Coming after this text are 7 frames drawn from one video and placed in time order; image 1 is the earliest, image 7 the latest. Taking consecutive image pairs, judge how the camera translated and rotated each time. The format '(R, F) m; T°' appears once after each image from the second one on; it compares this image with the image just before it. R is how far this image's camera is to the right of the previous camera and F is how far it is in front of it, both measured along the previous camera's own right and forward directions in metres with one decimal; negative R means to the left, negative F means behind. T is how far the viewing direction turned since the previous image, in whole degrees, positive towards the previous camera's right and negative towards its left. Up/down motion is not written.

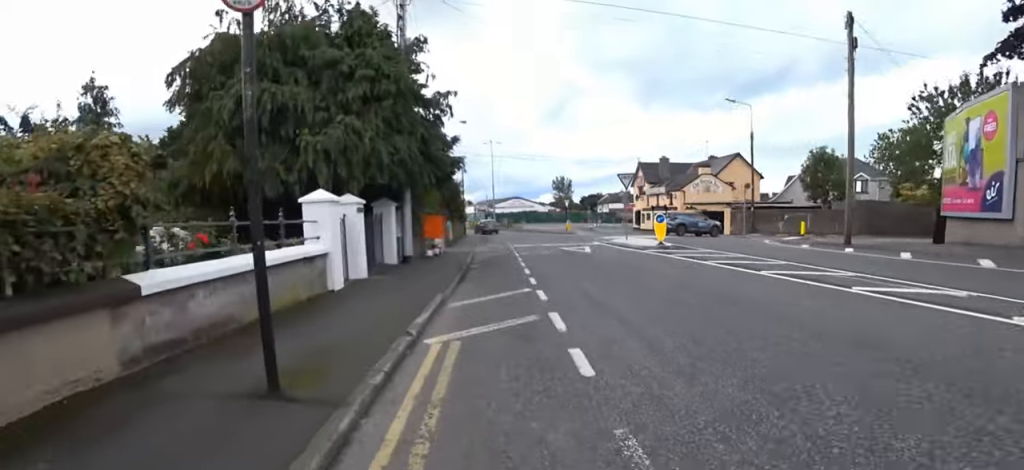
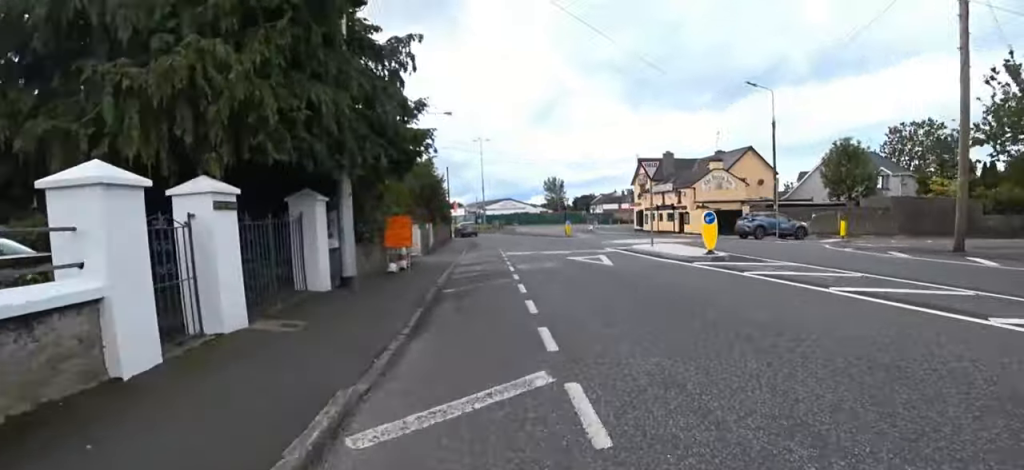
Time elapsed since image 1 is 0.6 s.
(+0.1, +4.4) m; +1°
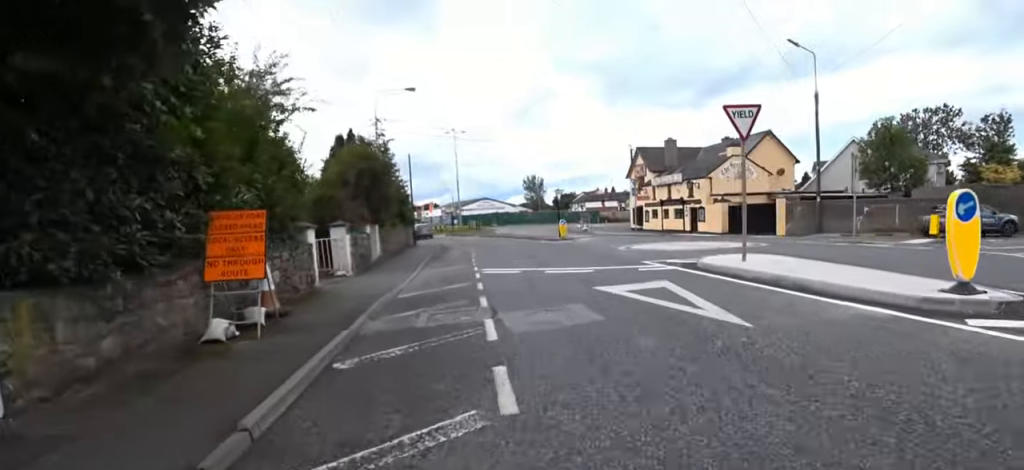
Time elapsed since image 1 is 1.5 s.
(0.0, +7.0) m; -2°
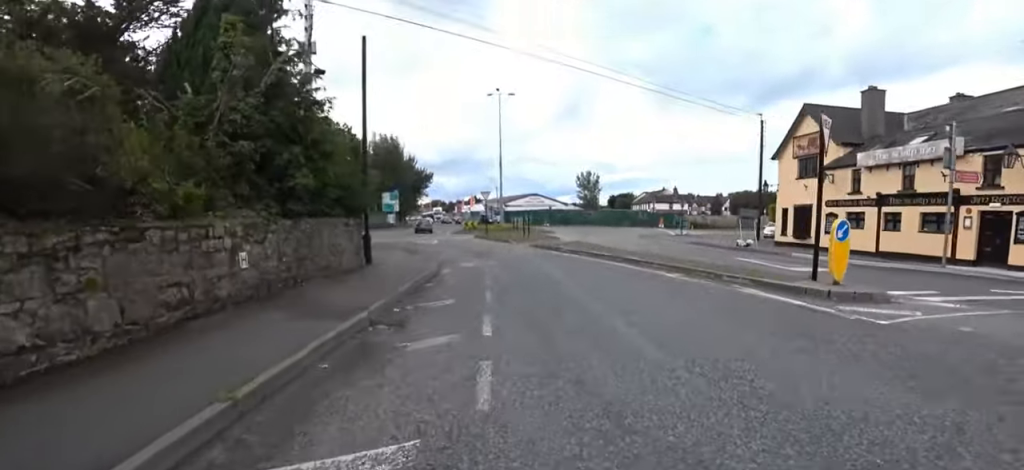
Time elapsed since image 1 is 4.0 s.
(-0.2, +17.8) m; 0°
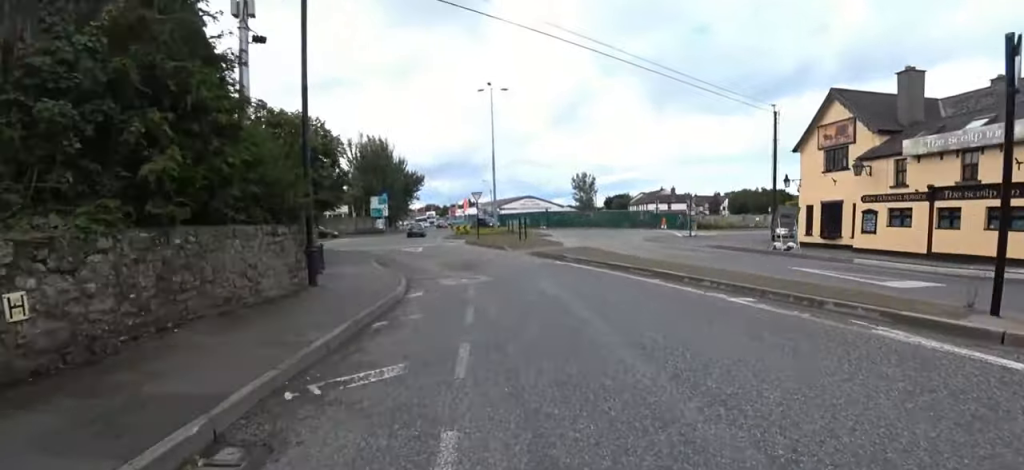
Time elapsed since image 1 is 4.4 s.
(-0.1, +3.0) m; 0°
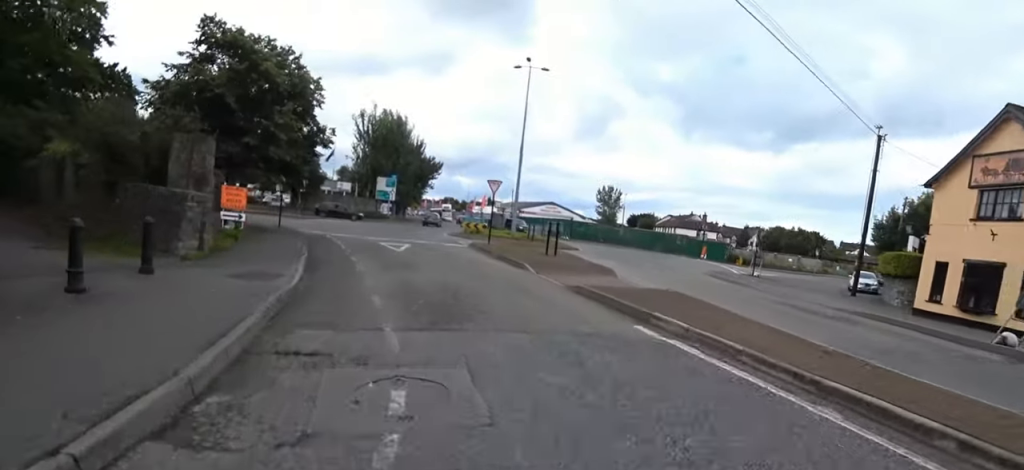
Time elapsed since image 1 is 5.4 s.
(+0.3, +7.1) m; -5°
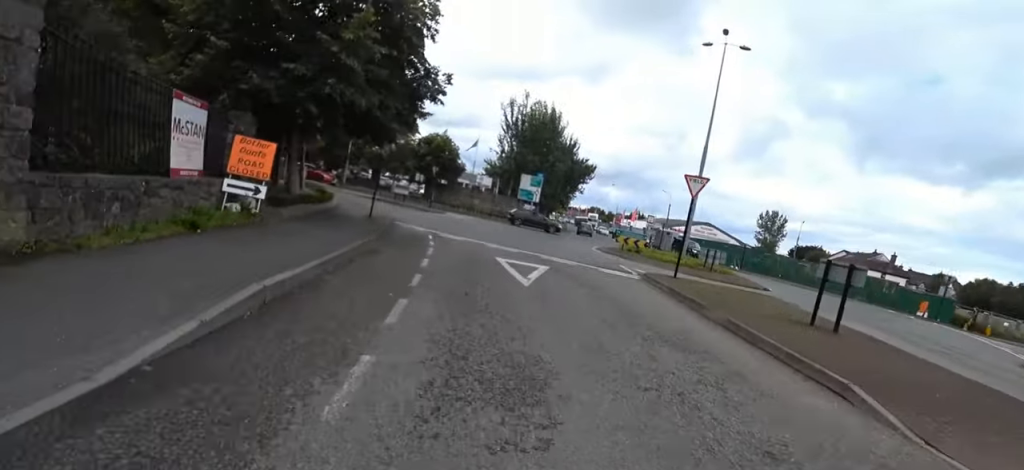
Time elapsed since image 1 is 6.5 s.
(-1.2, +7.4) m; -12°
